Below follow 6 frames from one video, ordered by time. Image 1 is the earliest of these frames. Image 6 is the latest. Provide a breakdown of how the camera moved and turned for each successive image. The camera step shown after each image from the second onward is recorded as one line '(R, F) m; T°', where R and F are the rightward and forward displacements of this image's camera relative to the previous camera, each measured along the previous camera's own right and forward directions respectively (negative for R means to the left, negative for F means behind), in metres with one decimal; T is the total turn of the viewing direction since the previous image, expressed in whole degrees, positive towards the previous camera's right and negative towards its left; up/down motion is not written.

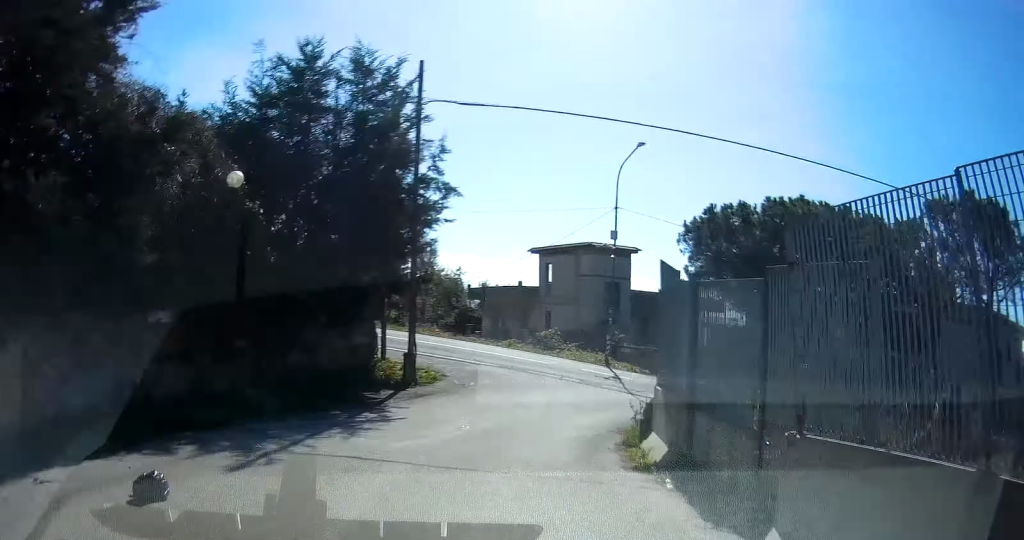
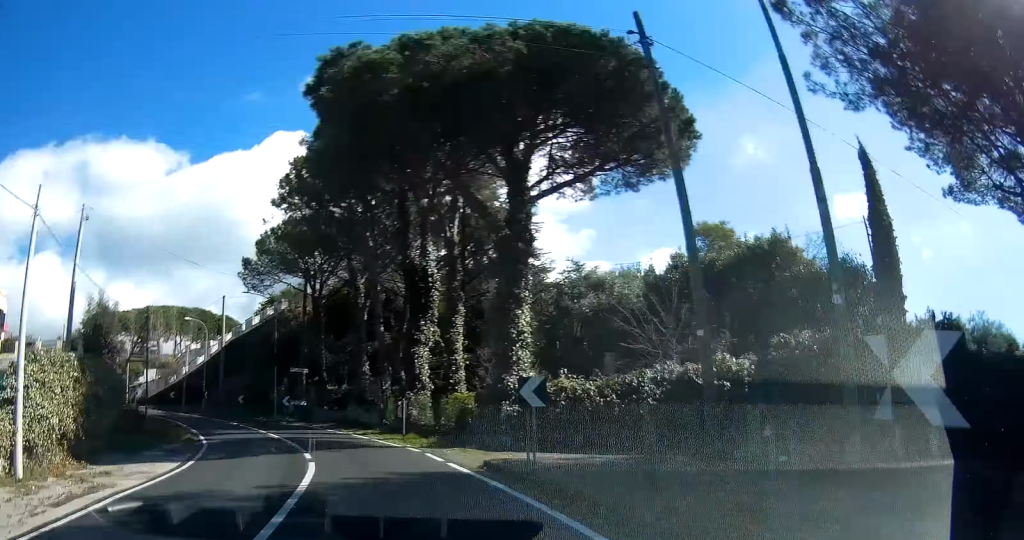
(-61.8, +65.3) m; -83°
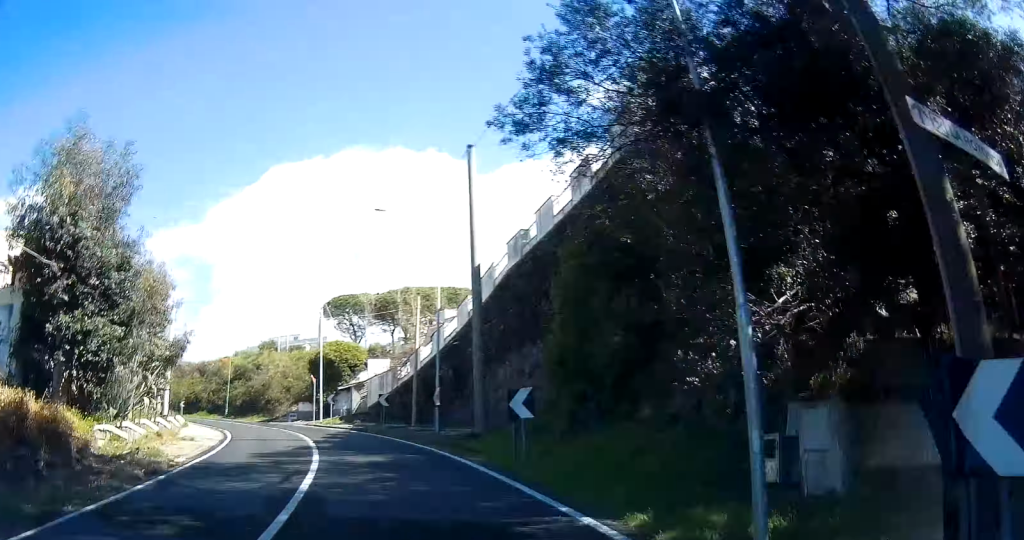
(-5.2, +36.0) m; -21°
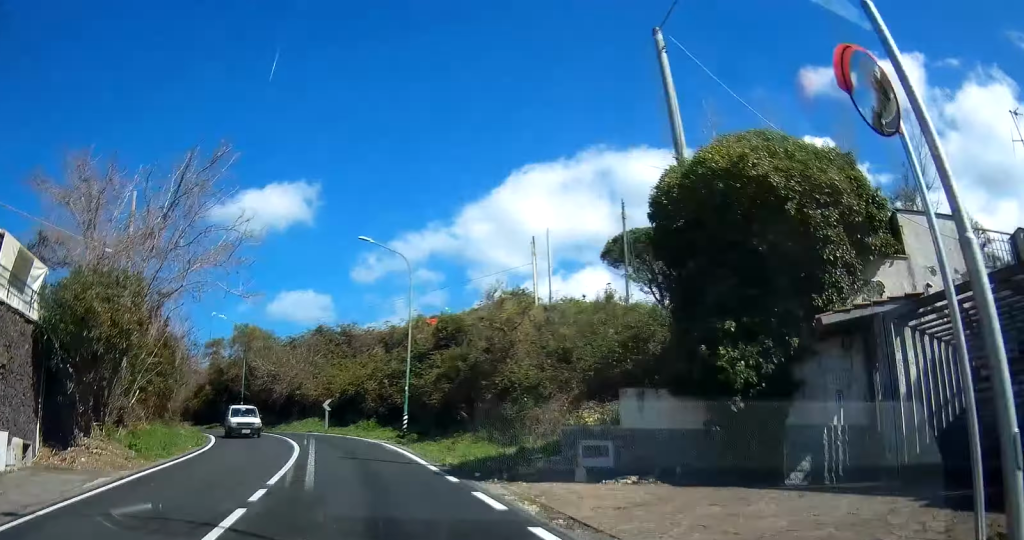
(-6.5, +40.4) m; -23°
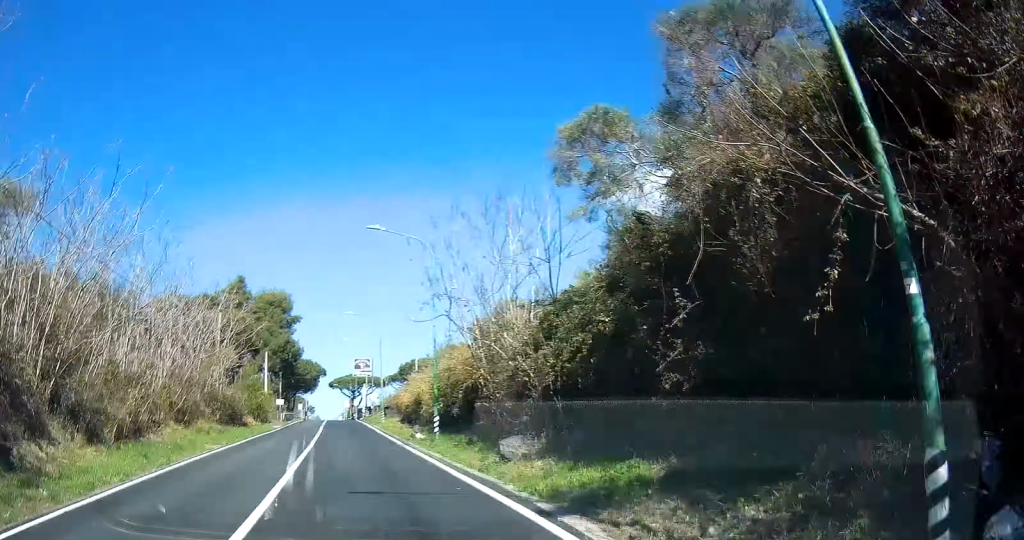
(-9.6, +50.9) m; -23°
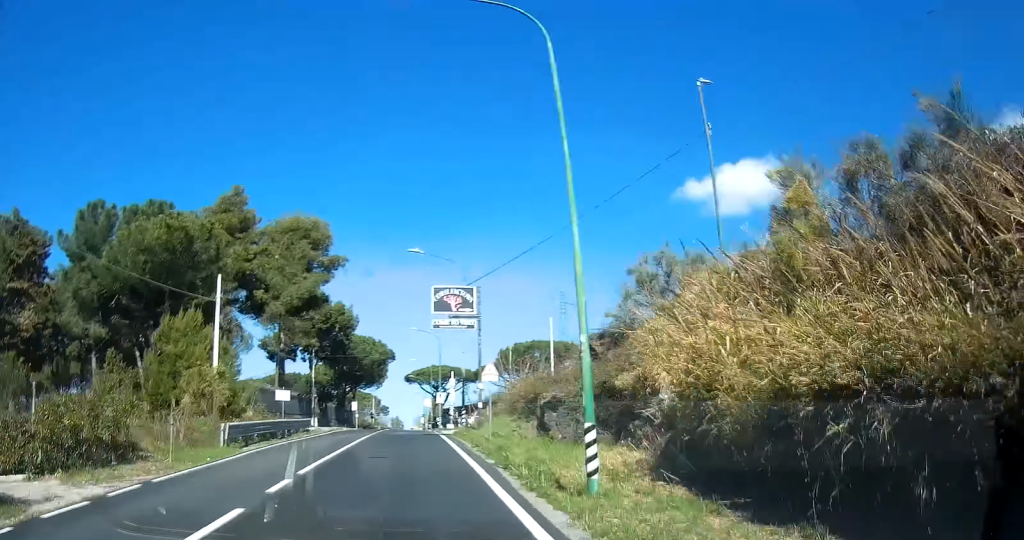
(-8.4, +42.3) m; -8°
